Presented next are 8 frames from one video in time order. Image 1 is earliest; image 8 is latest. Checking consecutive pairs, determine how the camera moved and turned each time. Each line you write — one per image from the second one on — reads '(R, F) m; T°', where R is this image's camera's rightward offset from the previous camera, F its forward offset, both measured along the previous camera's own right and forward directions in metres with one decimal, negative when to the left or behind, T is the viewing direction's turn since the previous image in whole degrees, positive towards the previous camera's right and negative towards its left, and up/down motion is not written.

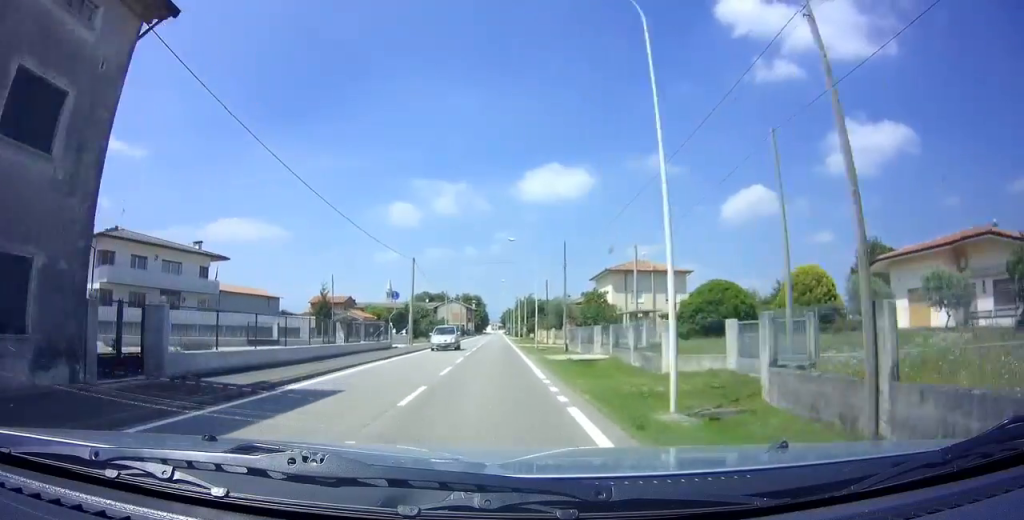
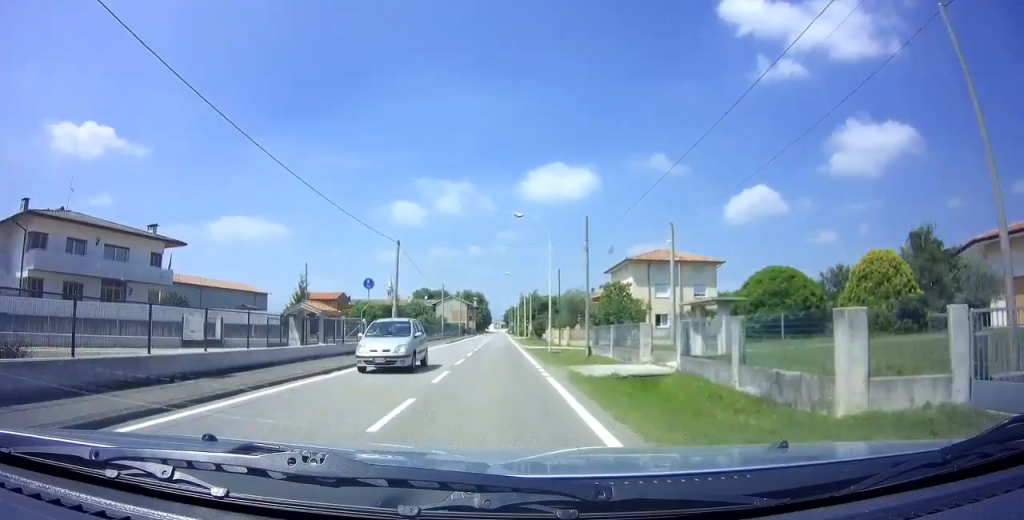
(0.0, +8.5) m; 0°
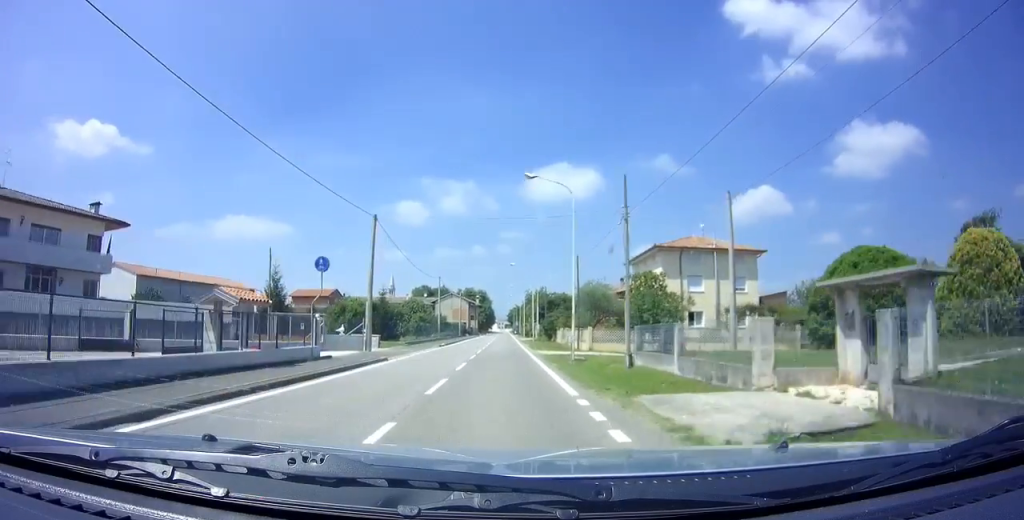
(0.0, +8.5) m; 0°
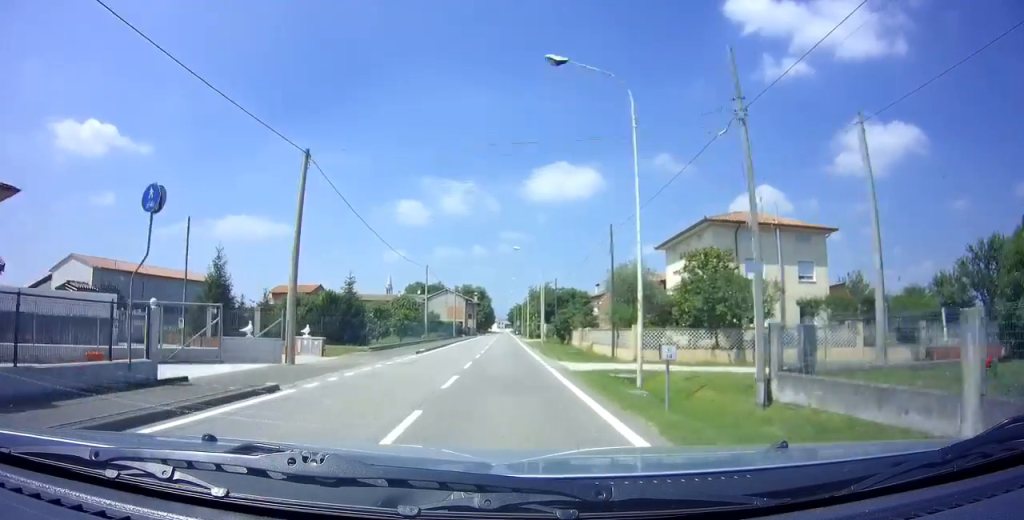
(-0.1, +11.6) m; 0°
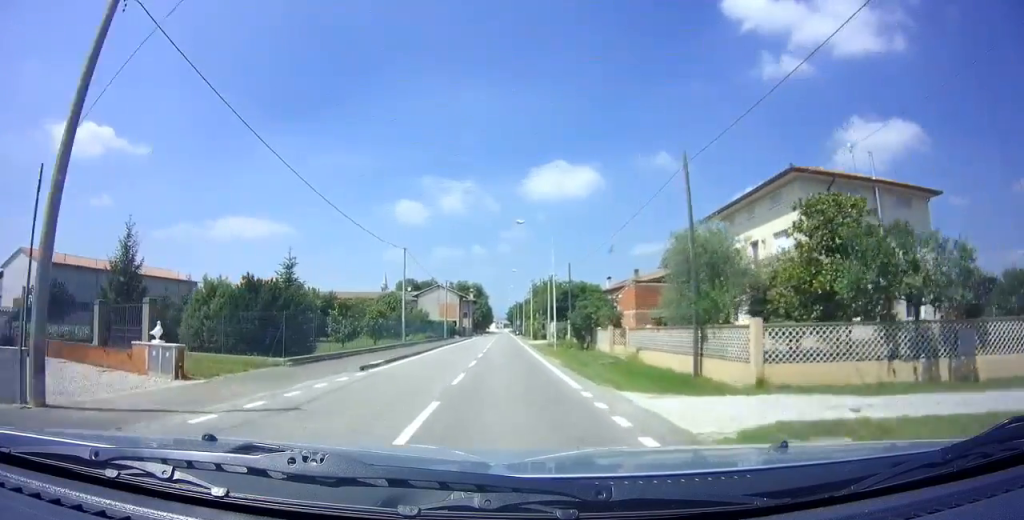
(0.0, +11.1) m; 0°
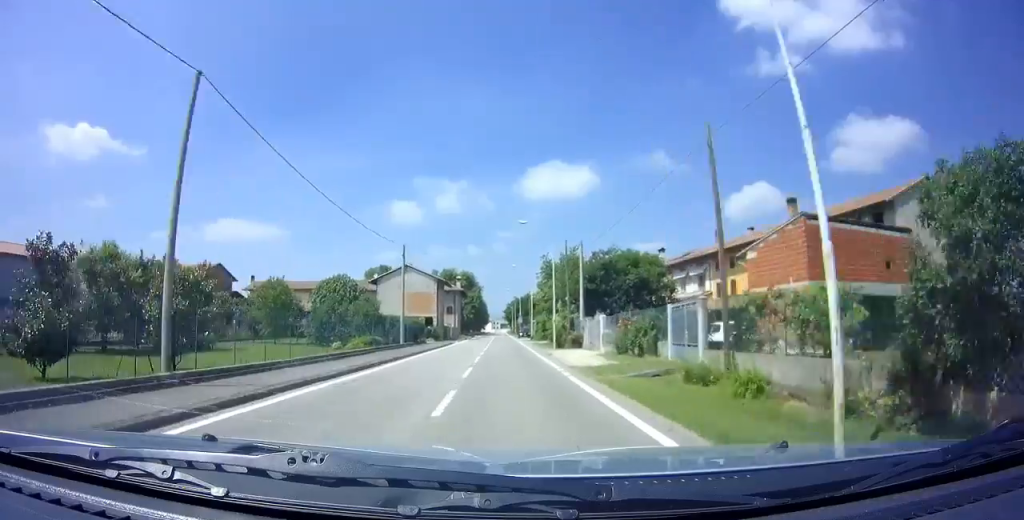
(+0.2, +28.6) m; 0°
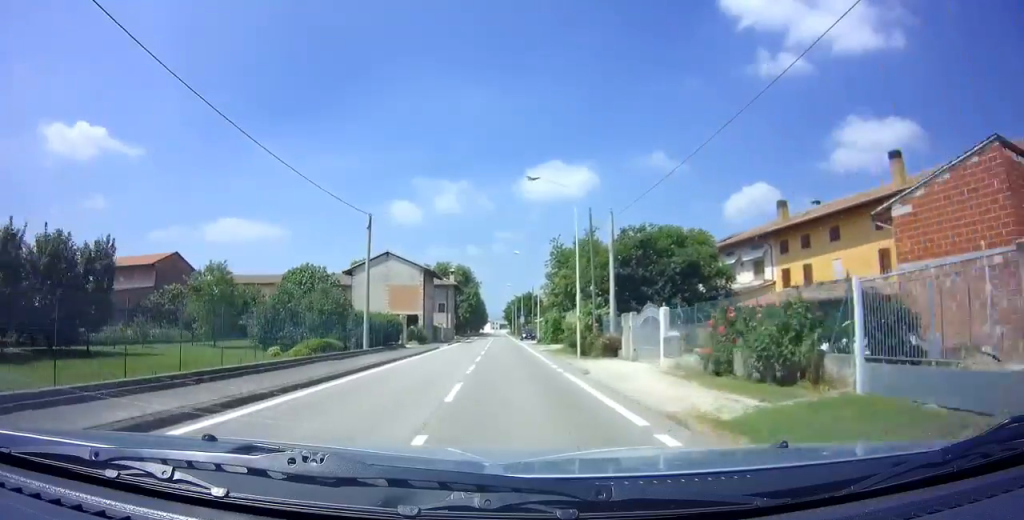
(0.0, +11.1) m; 0°
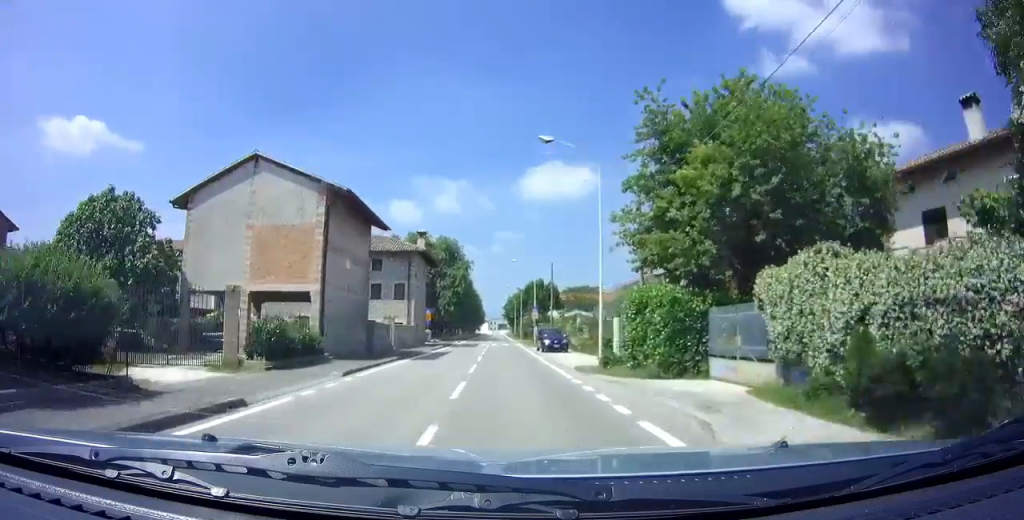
(0.0, +29.7) m; 0°
